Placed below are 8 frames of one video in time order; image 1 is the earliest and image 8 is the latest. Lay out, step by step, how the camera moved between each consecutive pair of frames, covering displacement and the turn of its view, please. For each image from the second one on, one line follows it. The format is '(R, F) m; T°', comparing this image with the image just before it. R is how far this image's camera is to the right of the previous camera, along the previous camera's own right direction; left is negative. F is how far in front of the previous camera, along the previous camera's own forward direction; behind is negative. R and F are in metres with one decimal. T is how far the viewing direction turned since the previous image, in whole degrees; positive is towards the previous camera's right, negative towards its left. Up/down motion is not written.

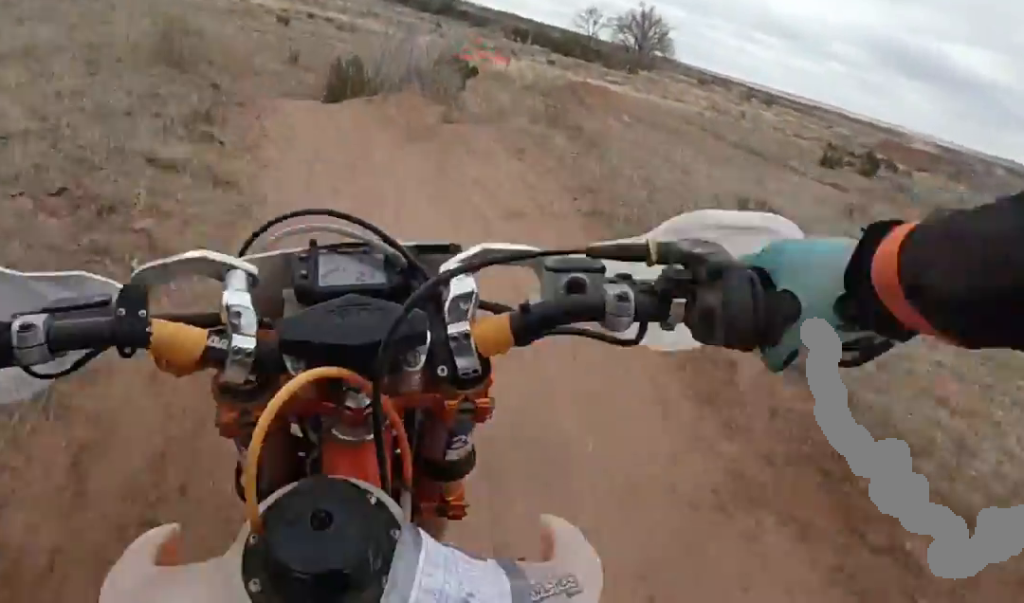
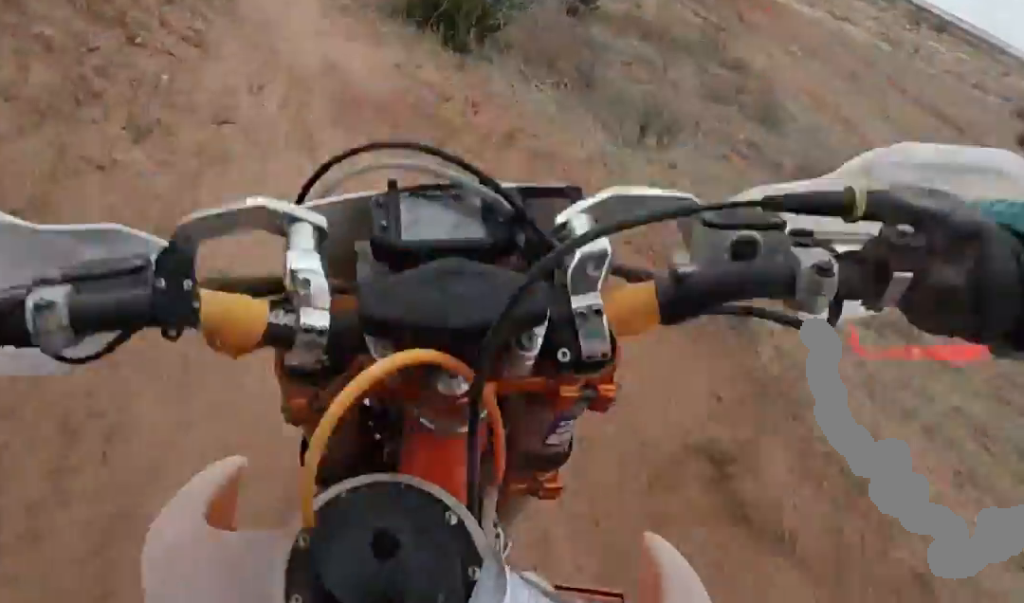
(-0.2, +6.0) m; -11°
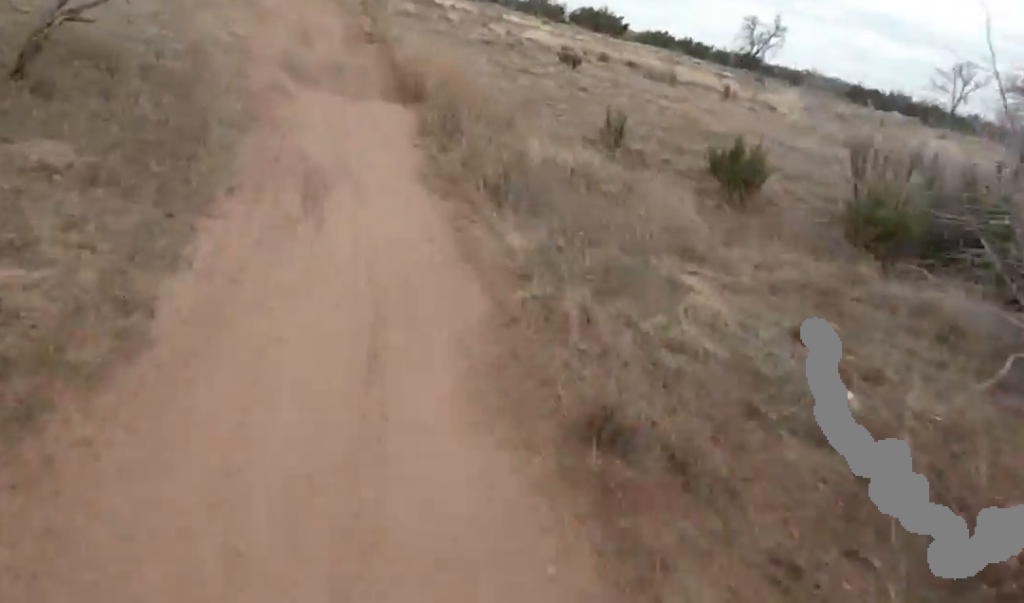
(-2.3, +10.2) m; -13°
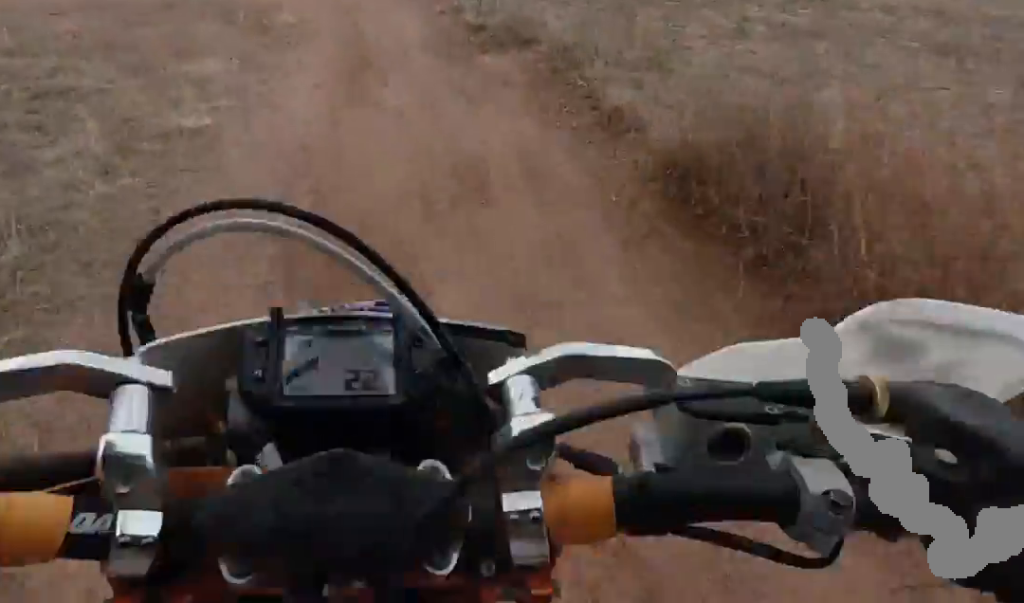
(0.0, +7.8) m; 0°
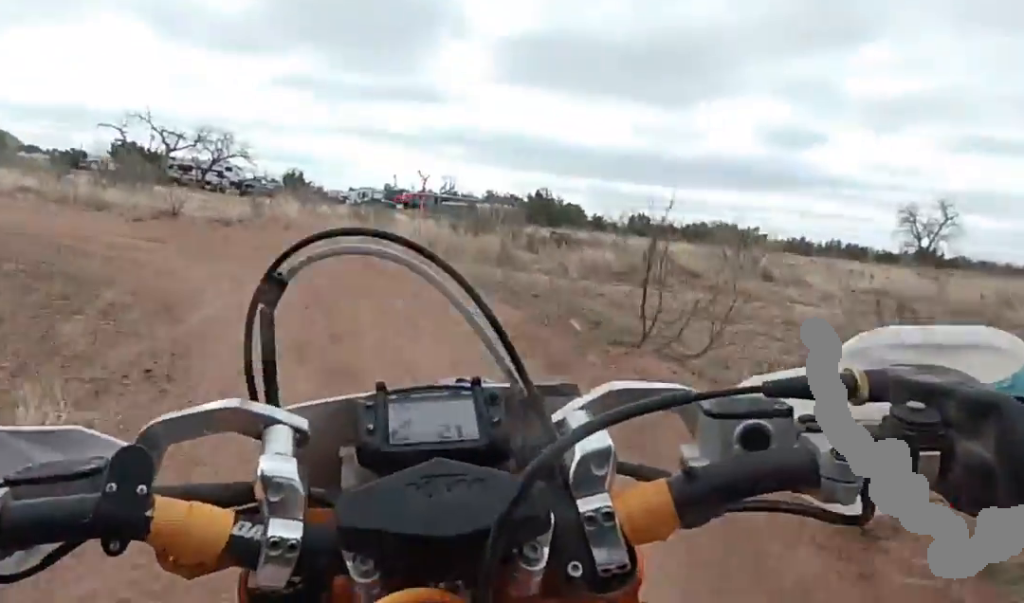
(0.0, +7.6) m; -6°
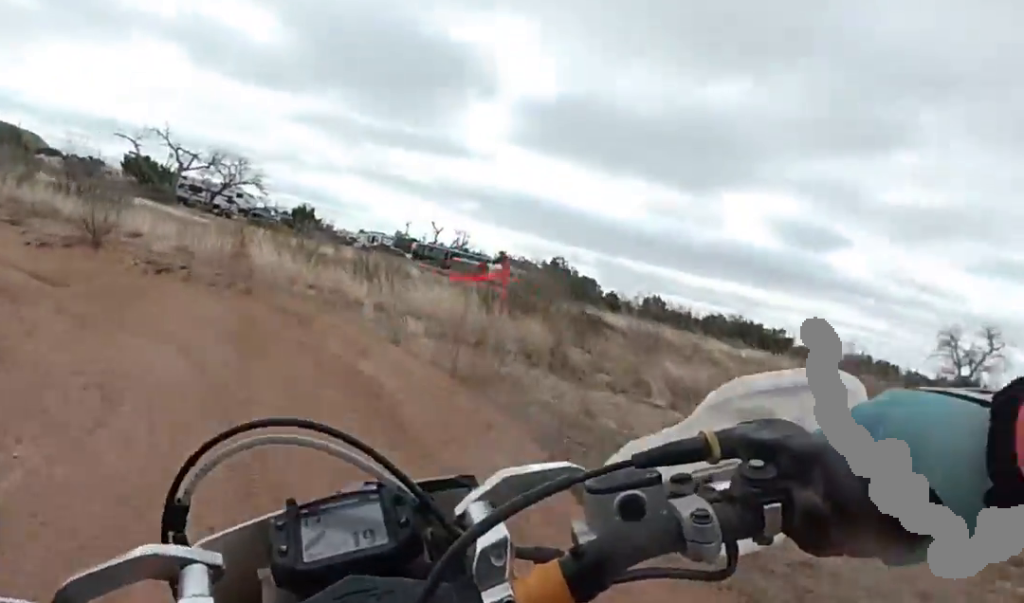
(+0.3, +3.3) m; -15°
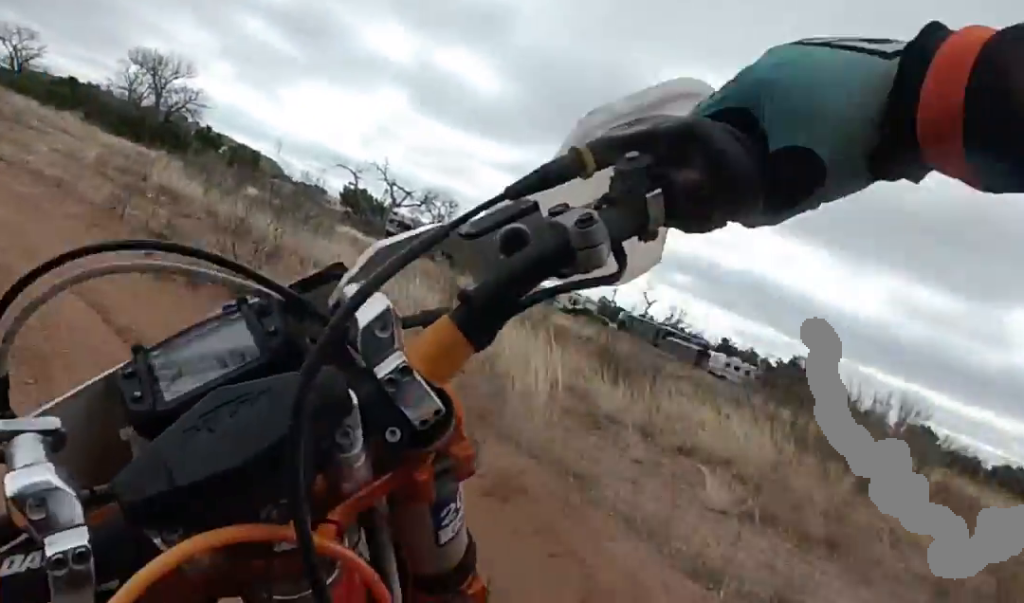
(0.0, +2.6) m; -29°
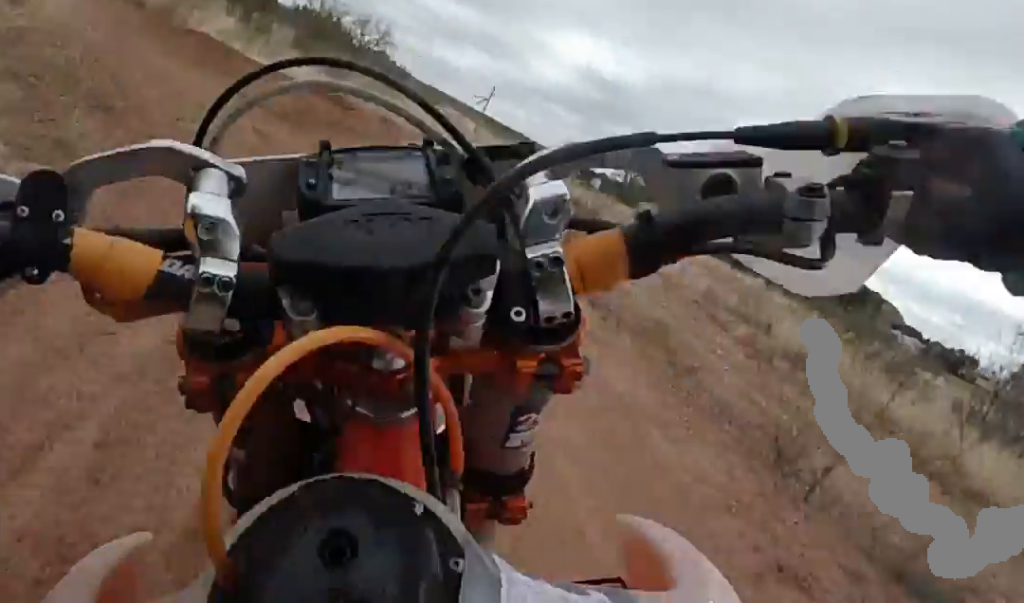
(-1.9, +1.9) m; -52°
